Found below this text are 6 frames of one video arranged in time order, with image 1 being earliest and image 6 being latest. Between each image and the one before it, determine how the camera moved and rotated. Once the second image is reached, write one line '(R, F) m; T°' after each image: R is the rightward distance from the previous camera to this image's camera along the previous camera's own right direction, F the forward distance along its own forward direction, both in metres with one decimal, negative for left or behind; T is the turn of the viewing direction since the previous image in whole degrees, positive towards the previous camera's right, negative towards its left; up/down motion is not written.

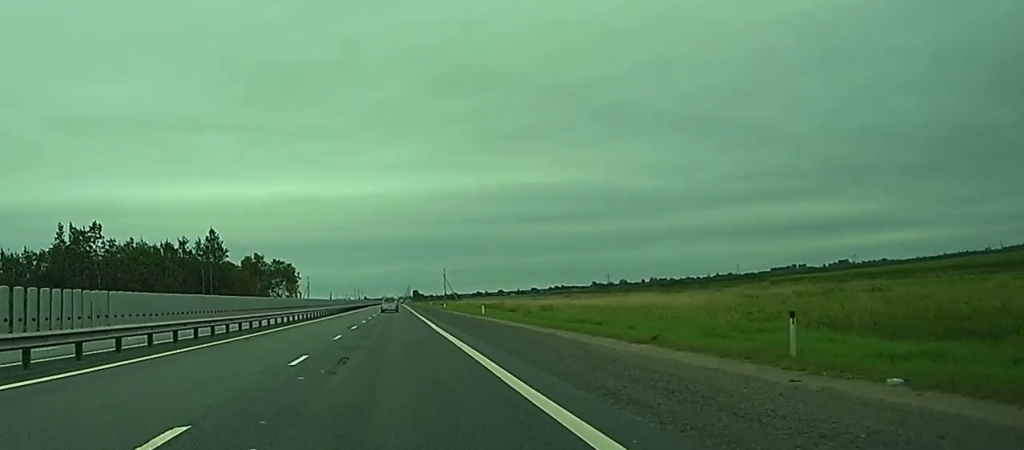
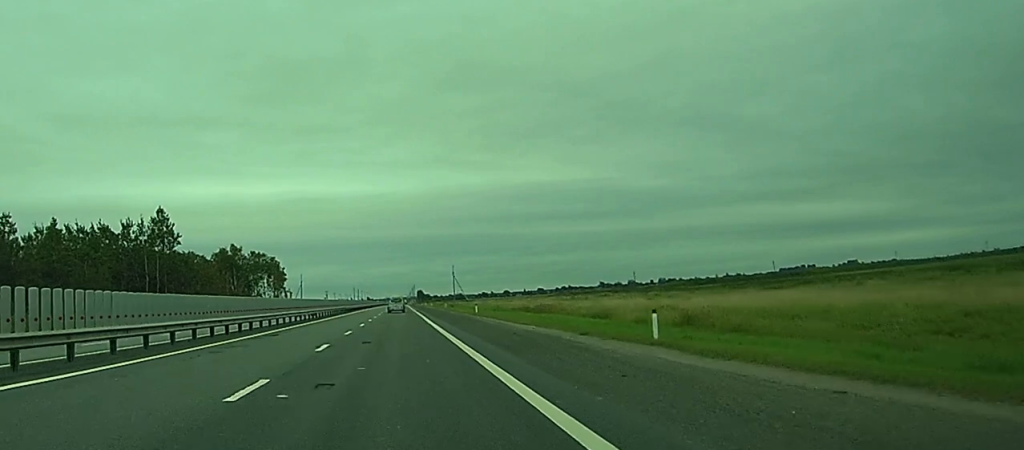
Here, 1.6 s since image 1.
(-0.3, +42.7) m; -1°
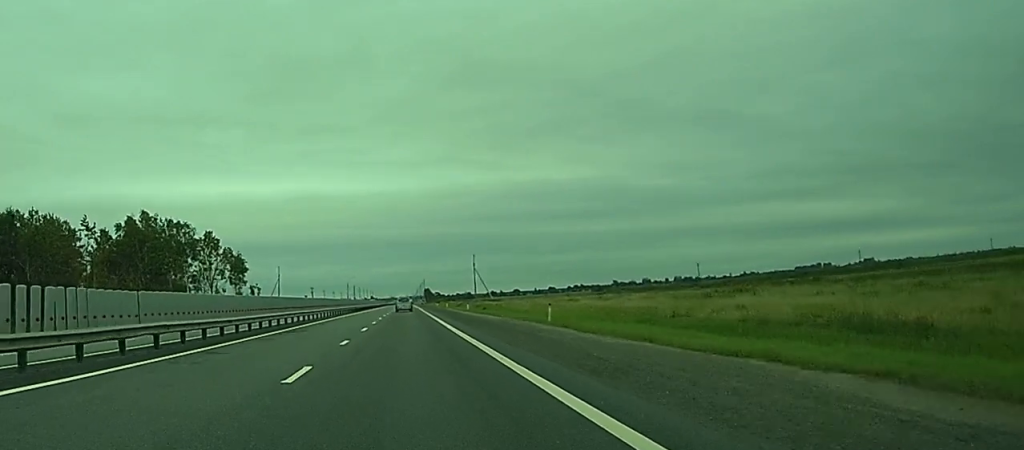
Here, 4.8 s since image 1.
(-0.4, +81.7) m; 0°
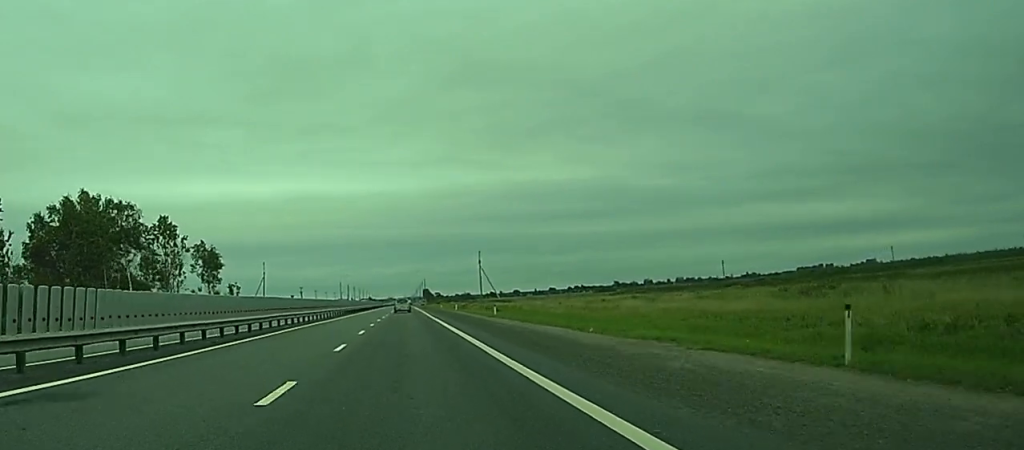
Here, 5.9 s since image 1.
(-0.1, +27.2) m; 0°
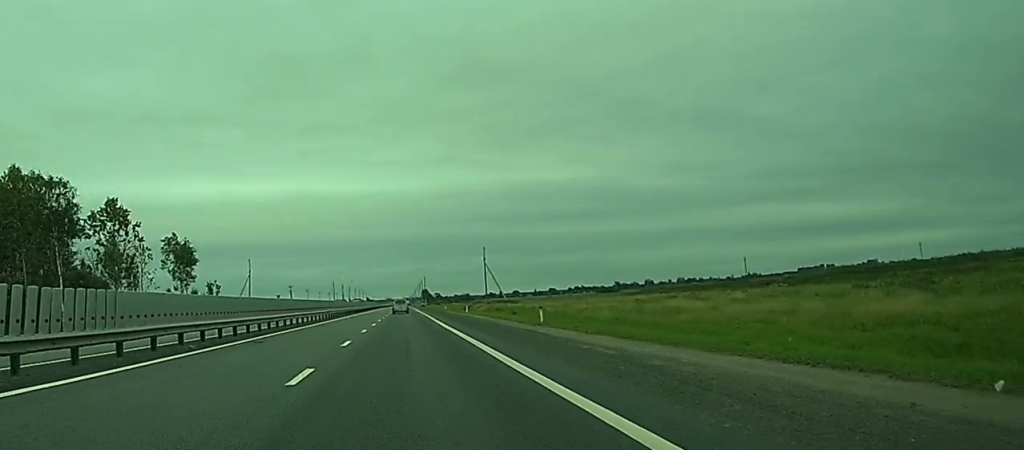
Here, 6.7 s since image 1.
(0.0, +21.2) m; 0°
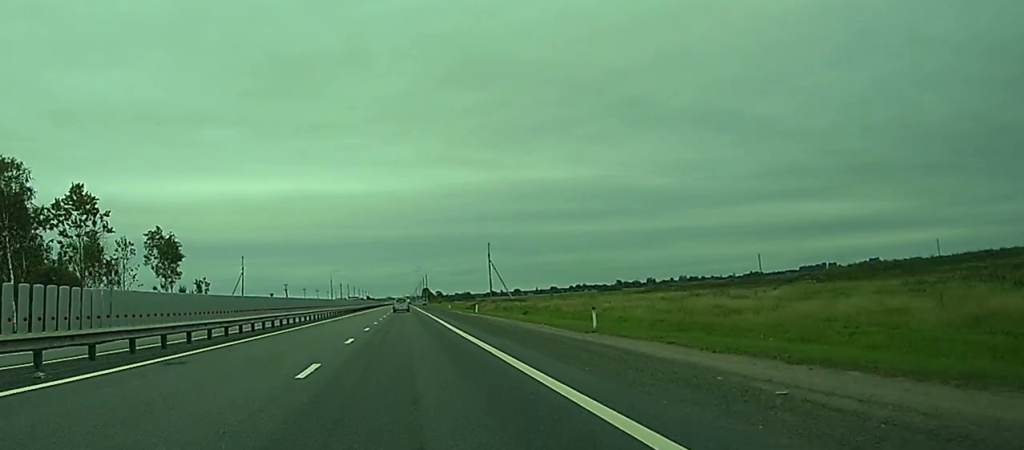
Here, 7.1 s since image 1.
(0.0, +11.0) m; 0°
